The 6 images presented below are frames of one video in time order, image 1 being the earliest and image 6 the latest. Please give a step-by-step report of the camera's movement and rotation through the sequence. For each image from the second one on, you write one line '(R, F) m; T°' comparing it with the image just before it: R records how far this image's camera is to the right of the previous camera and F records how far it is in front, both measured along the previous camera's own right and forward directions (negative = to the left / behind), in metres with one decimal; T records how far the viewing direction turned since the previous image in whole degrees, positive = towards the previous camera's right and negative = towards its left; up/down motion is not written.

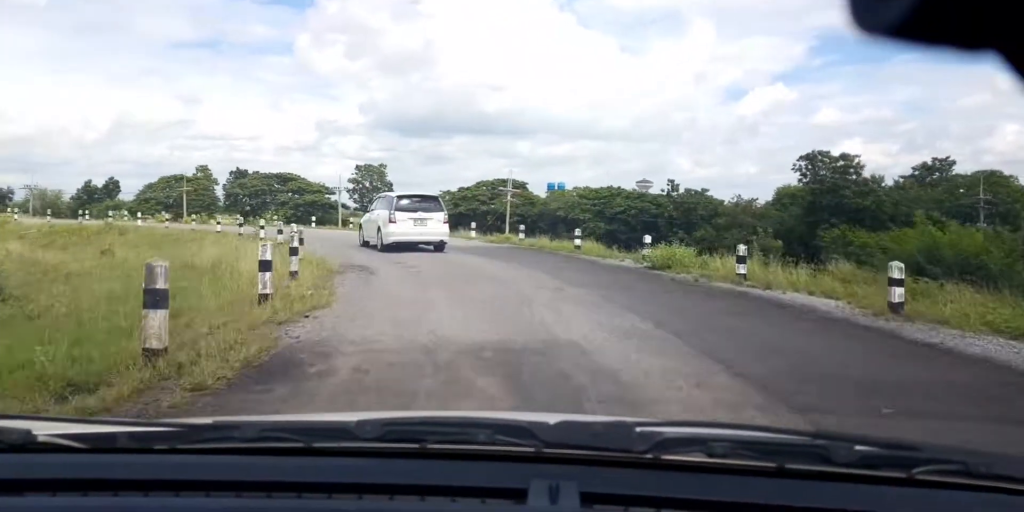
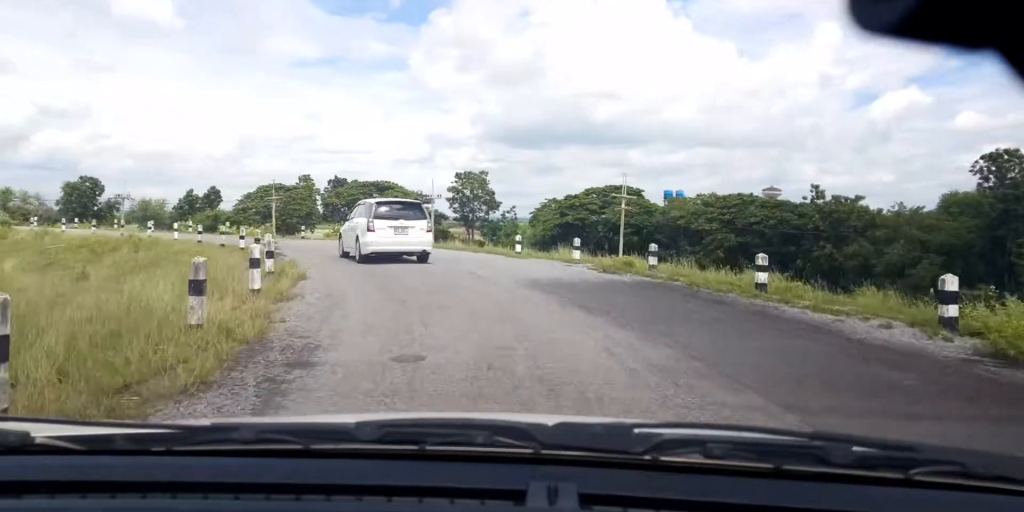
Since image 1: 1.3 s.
(-1.0, +9.4) m; -13°
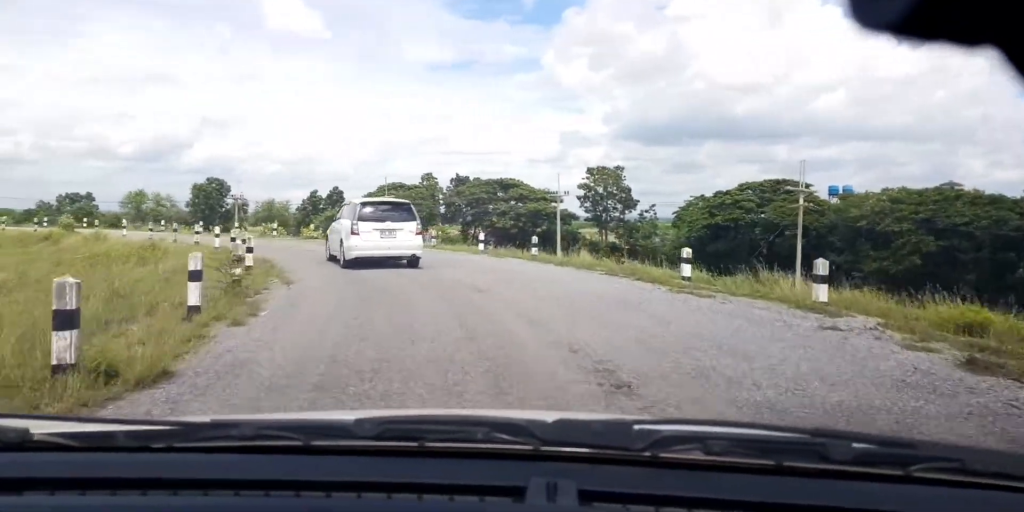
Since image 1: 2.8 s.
(-0.9, +10.2) m; -7°
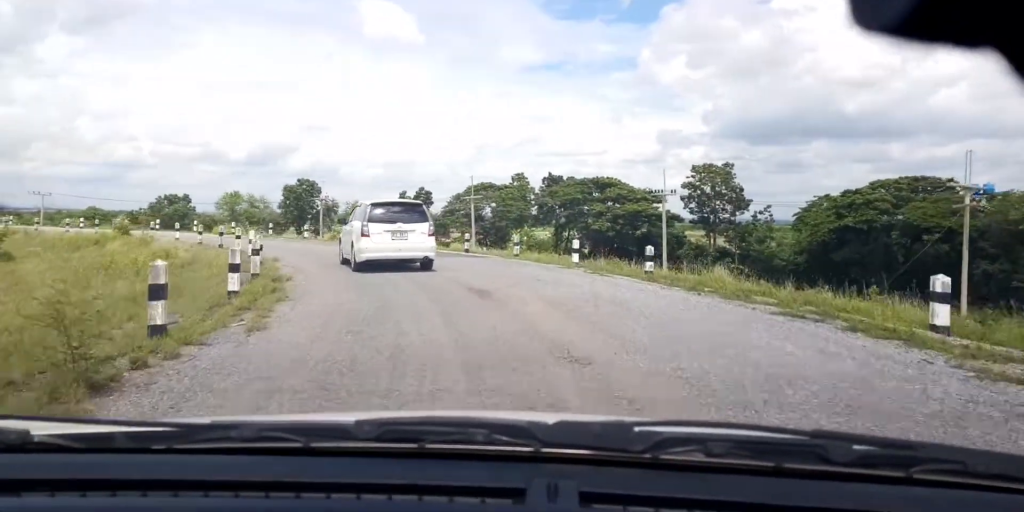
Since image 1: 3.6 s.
(0.0, +6.1) m; -6°
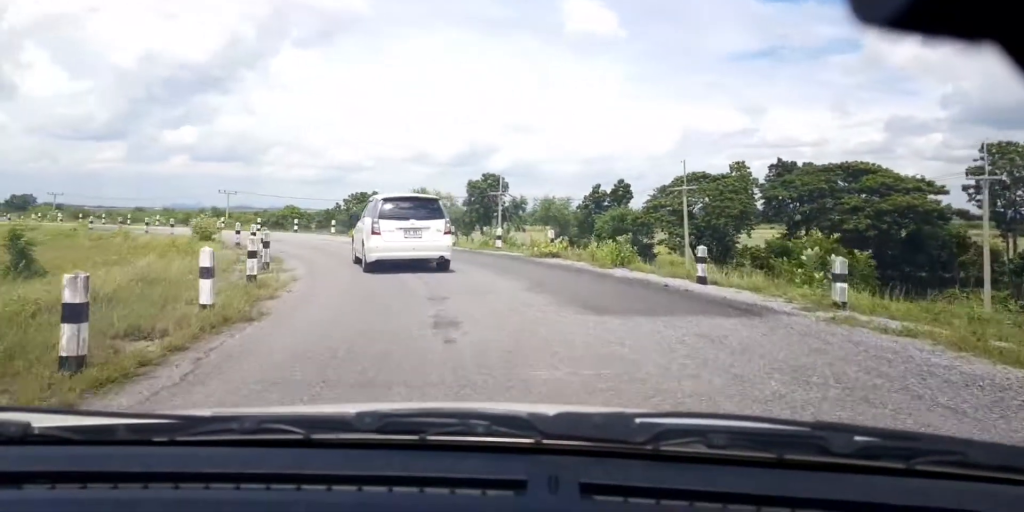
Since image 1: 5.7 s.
(-2.4, +14.1) m; -16°
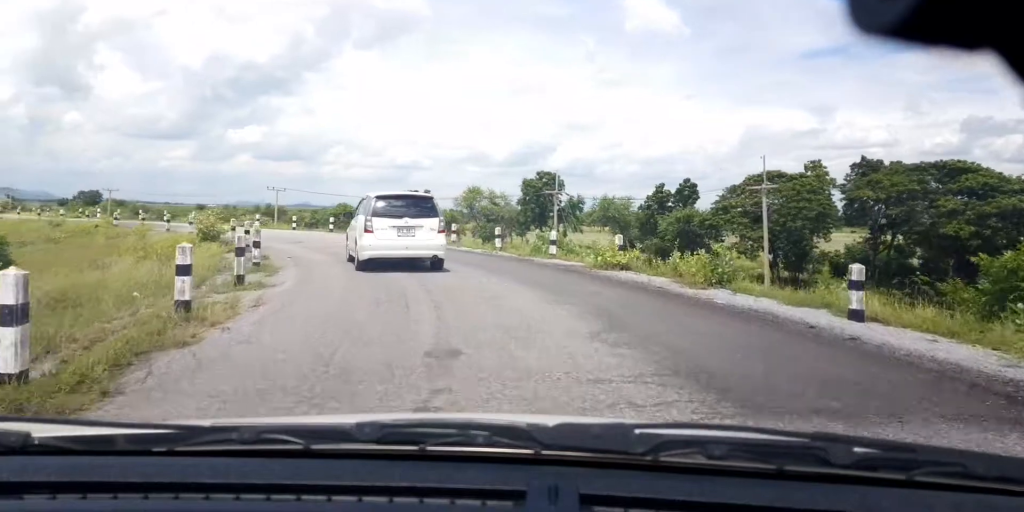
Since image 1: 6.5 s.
(-0.2, +5.0) m; -2°
